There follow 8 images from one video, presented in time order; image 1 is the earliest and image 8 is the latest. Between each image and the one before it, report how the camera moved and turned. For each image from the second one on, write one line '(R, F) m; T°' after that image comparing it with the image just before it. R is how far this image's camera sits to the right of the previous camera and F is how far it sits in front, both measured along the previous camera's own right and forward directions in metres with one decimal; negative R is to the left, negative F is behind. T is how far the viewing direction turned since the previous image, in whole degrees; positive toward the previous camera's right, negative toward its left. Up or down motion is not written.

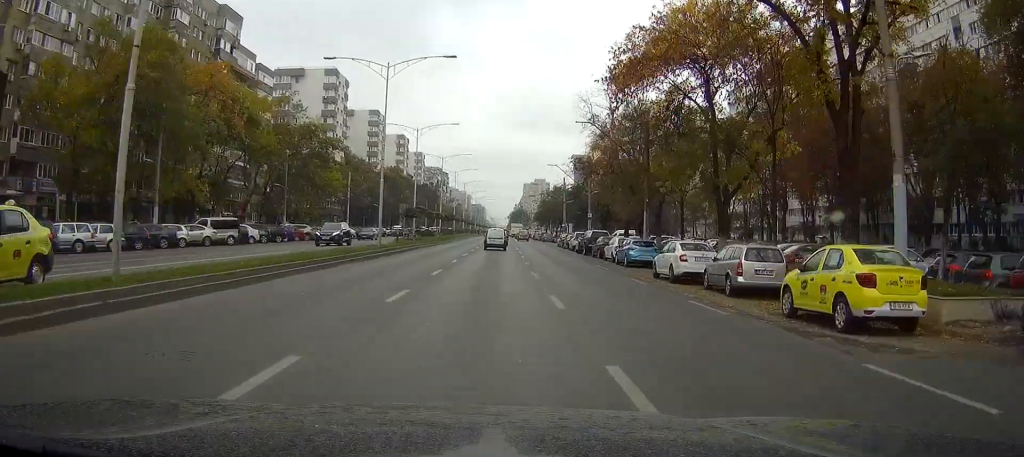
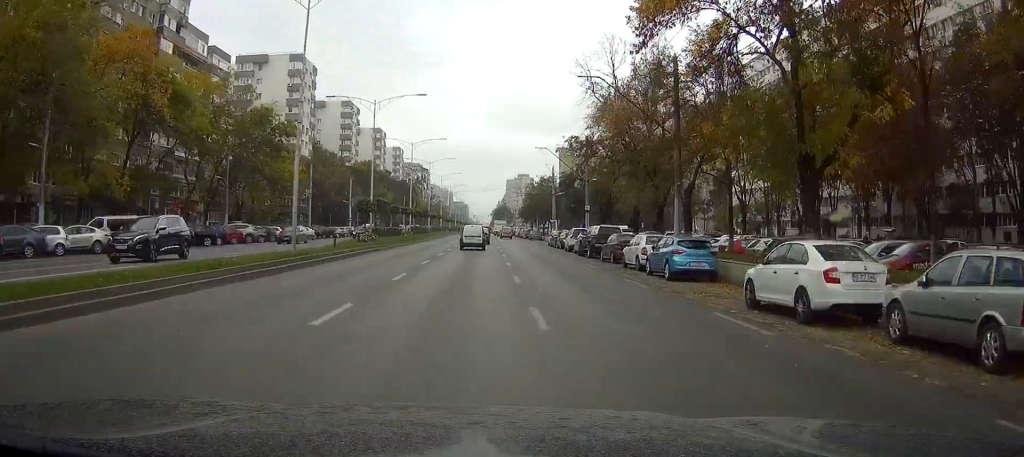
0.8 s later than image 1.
(+0.1, +12.4) m; +1°
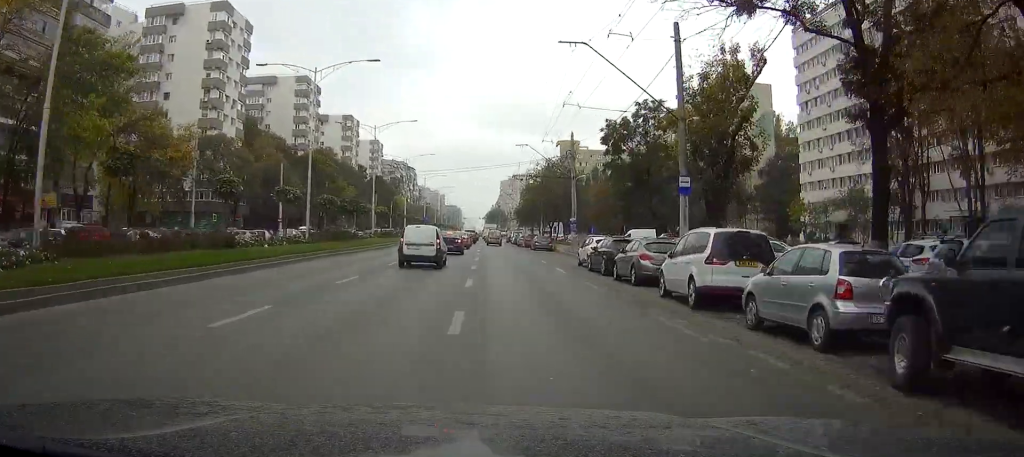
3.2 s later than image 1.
(+0.8, +36.0) m; +2°
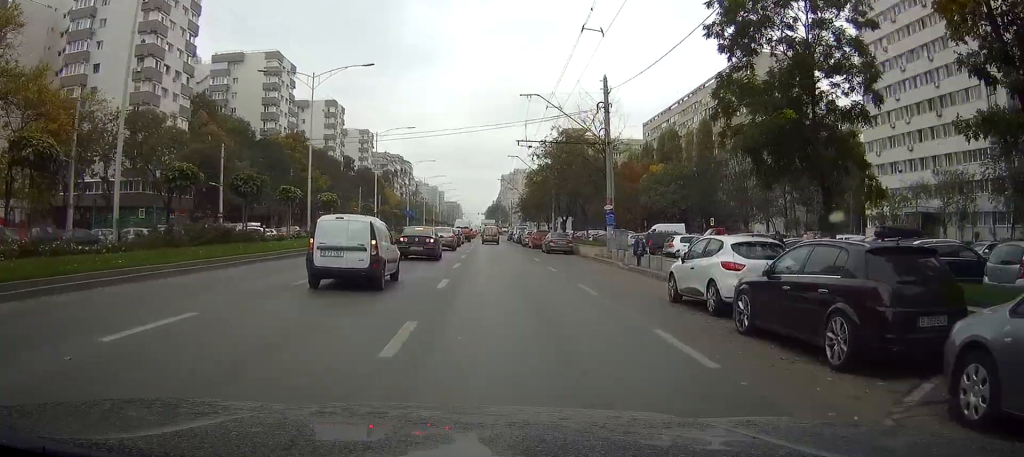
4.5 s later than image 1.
(0.0, +20.1) m; 0°
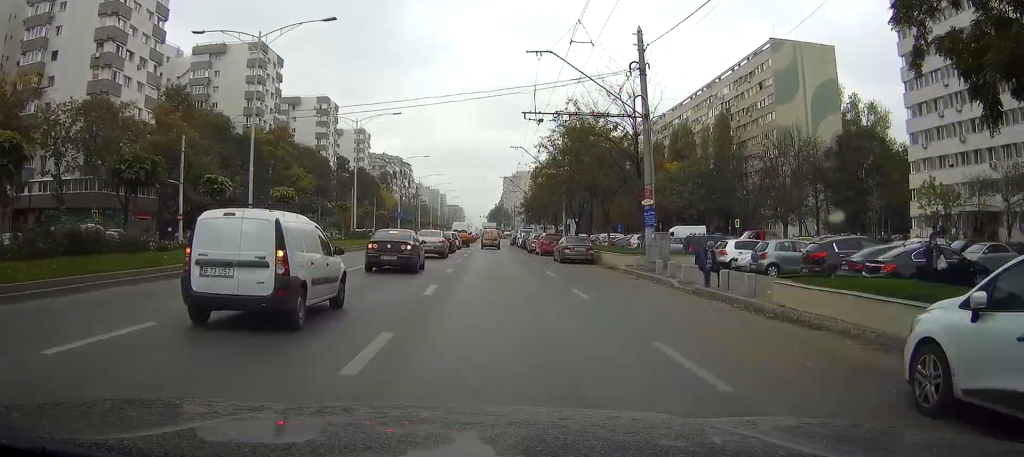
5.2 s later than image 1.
(0.0, +10.0) m; 0°
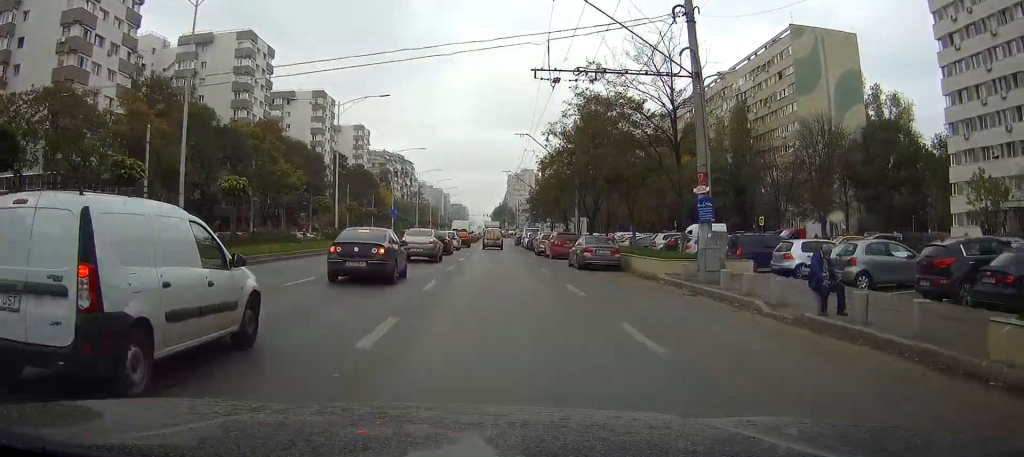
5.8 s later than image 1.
(0.0, +7.4) m; 0°
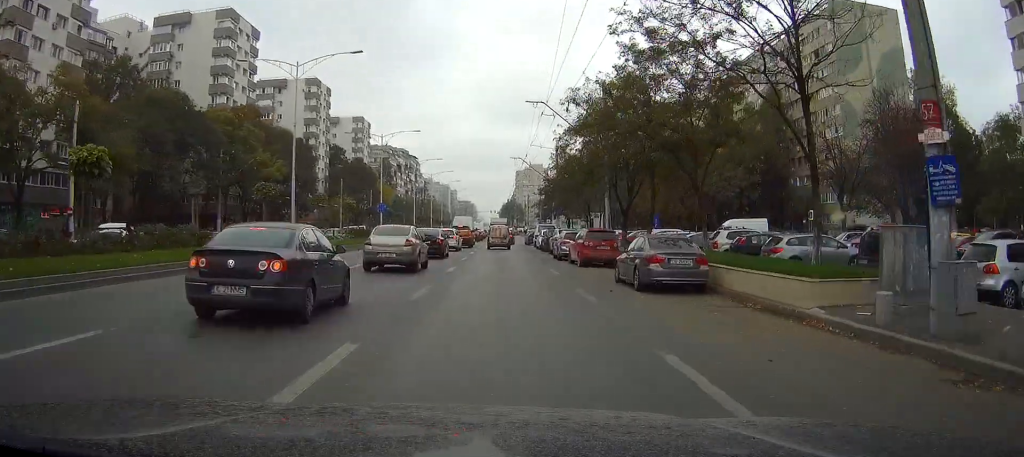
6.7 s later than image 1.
(-0.1, +12.0) m; 0°
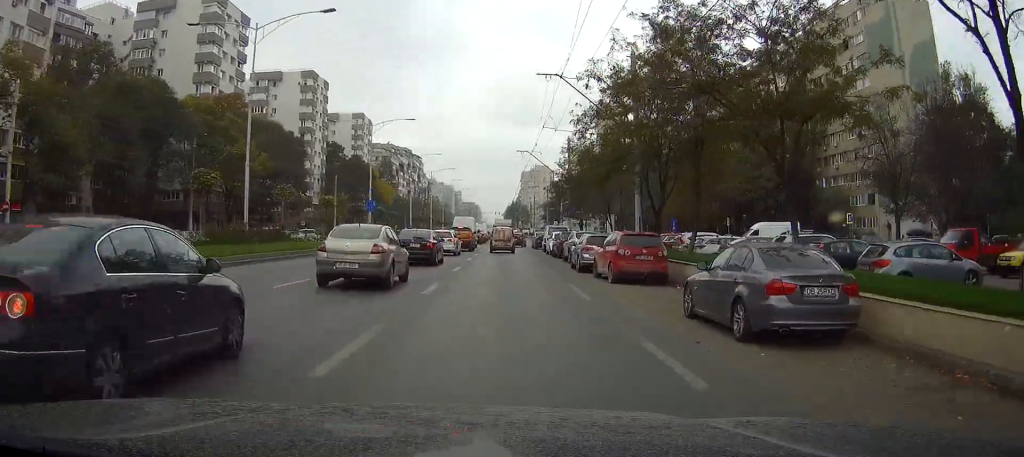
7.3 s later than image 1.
(0.0, +7.9) m; 0°
